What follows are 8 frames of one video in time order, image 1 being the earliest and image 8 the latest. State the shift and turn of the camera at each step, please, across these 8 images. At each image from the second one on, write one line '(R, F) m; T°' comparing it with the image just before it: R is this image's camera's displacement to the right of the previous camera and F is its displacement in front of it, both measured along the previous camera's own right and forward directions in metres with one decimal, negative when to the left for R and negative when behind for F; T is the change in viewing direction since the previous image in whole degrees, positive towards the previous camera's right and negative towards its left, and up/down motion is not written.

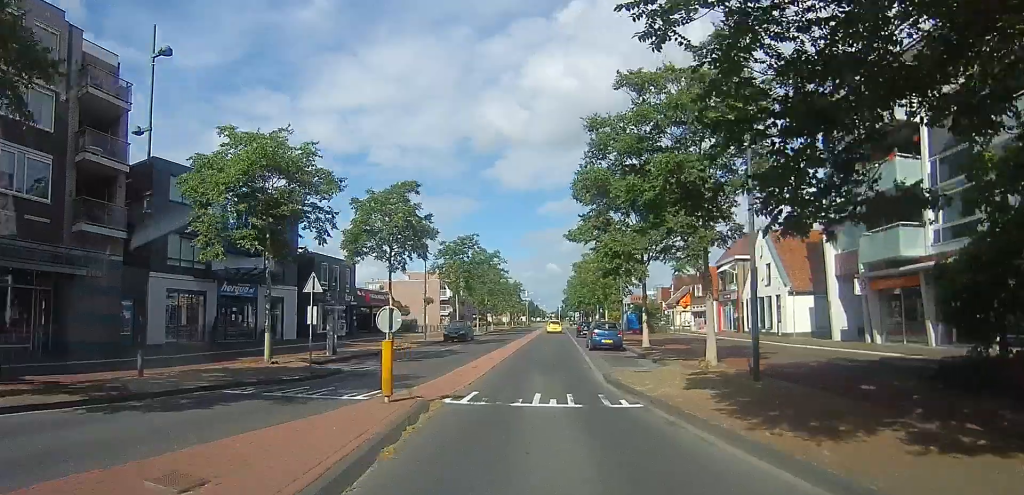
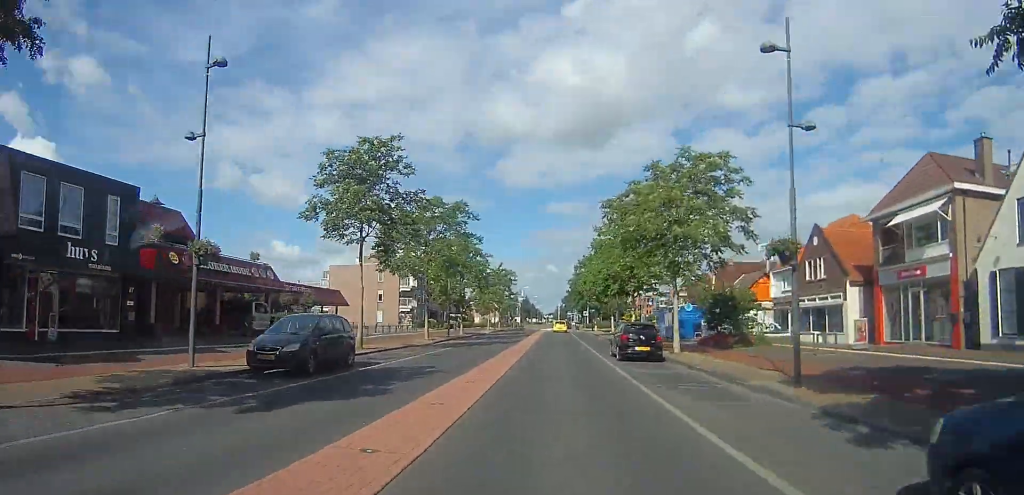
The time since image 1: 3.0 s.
(+0.1, +25.7) m; +2°
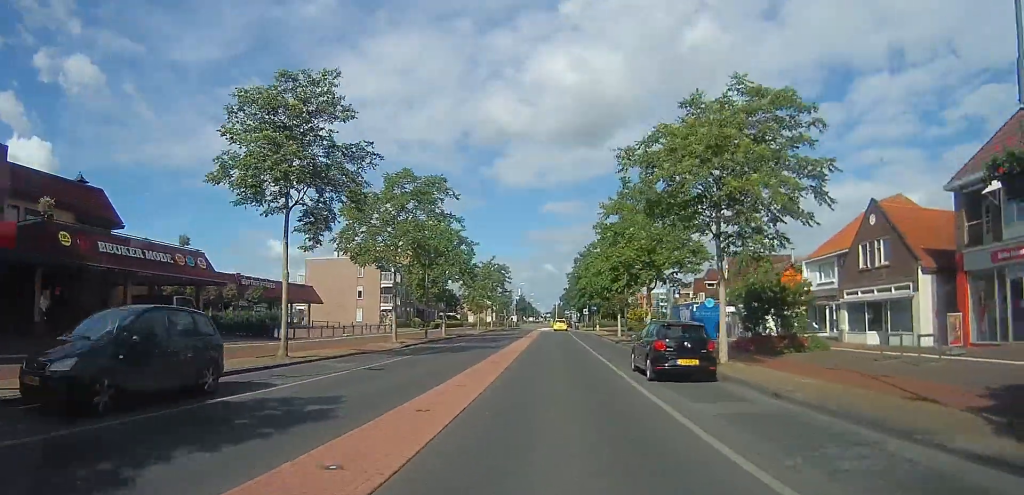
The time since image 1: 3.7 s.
(+0.6, +6.7) m; 0°
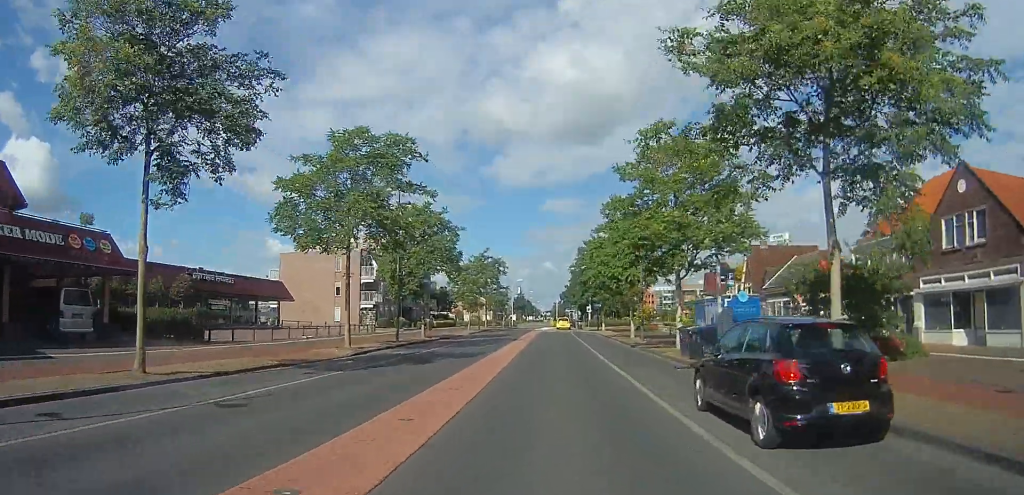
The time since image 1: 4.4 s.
(-1.0, +6.8) m; 0°
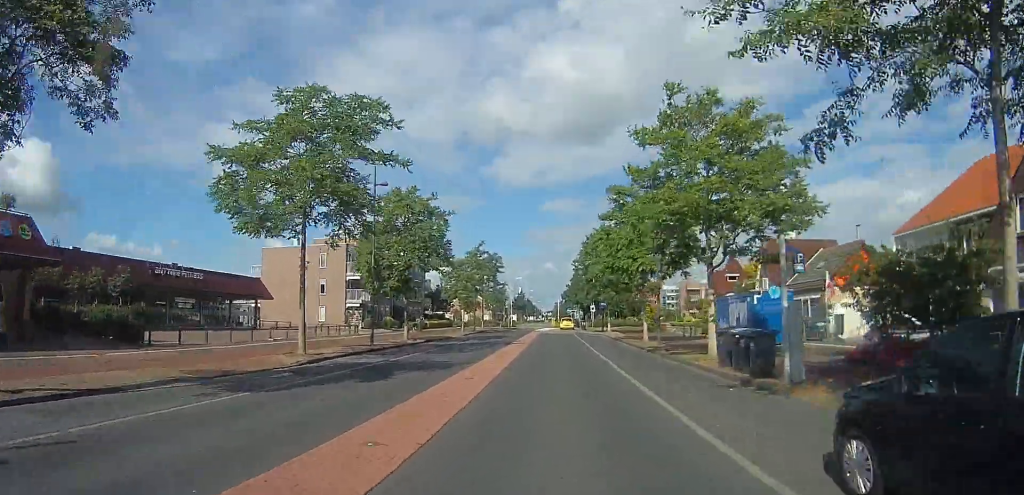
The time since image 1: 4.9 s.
(+0.4, +4.3) m; 0°
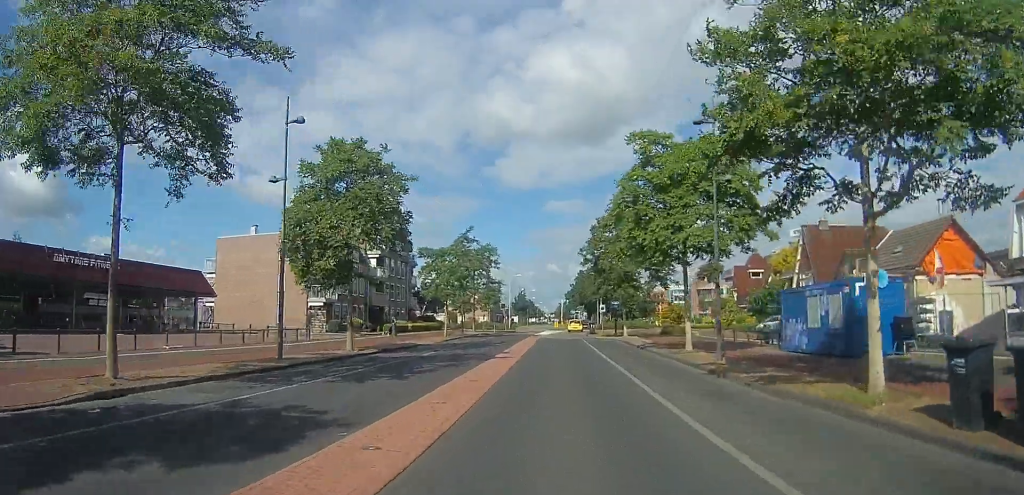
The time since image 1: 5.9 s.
(+0.4, +8.9) m; 0°
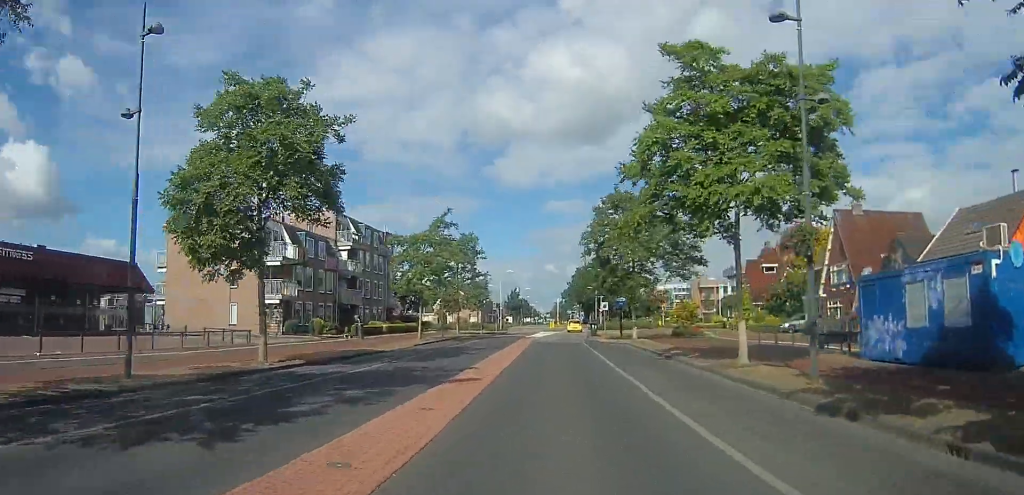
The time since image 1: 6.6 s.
(-0.9, +6.4) m; 0°
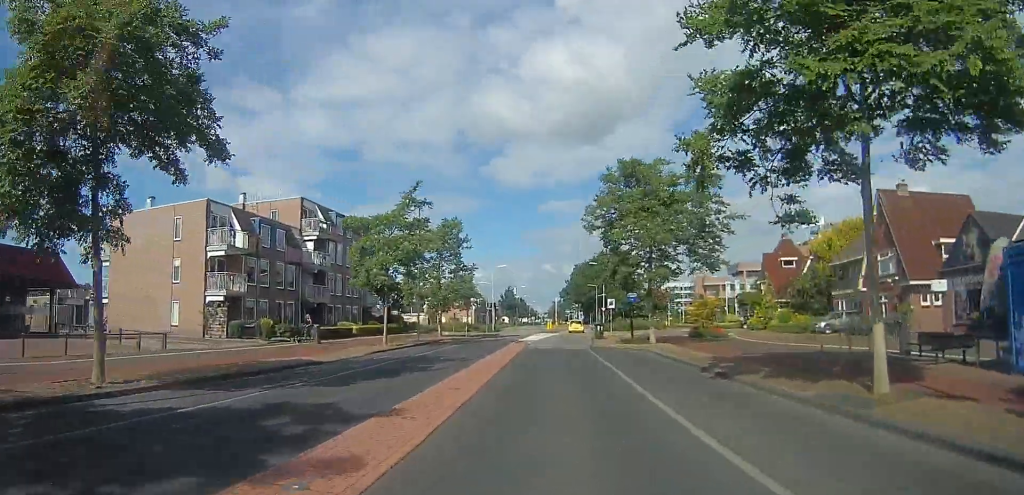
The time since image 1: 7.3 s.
(+1.0, +6.6) m; +1°
